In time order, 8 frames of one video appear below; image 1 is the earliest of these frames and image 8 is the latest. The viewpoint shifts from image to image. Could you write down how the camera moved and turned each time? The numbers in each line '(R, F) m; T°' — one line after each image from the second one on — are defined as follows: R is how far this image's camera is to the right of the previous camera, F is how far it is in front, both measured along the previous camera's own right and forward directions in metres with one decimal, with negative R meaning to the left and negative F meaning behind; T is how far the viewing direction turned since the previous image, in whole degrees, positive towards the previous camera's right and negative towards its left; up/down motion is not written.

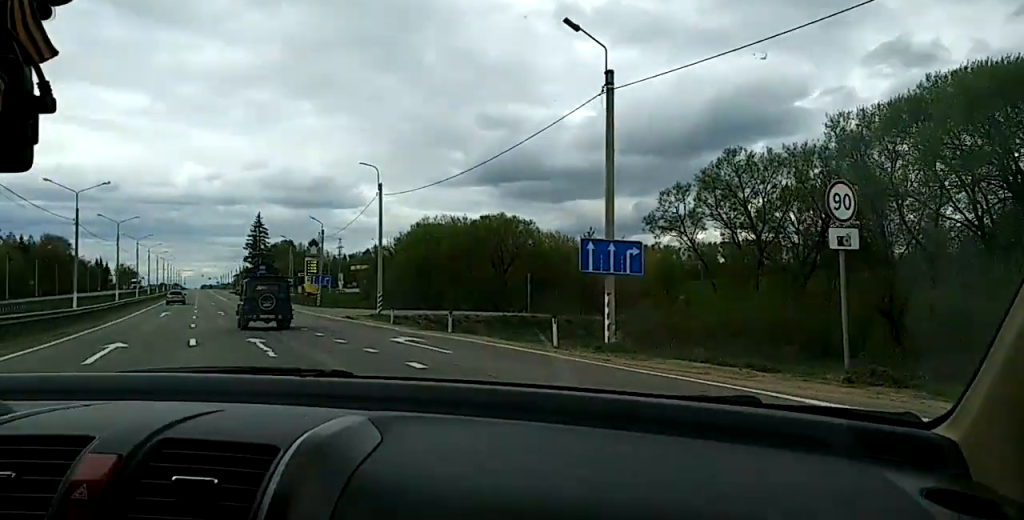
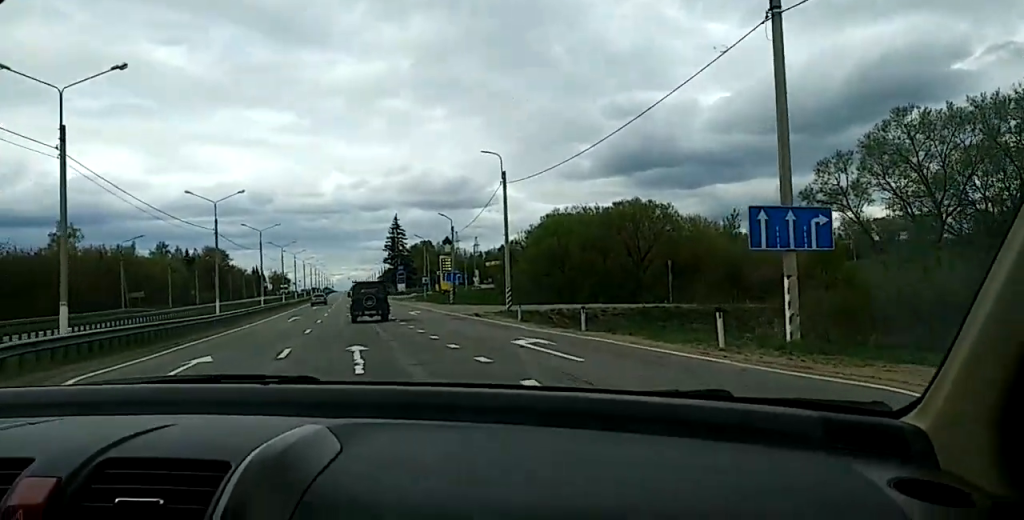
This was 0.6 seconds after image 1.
(-0.1, +3.3) m; -4°
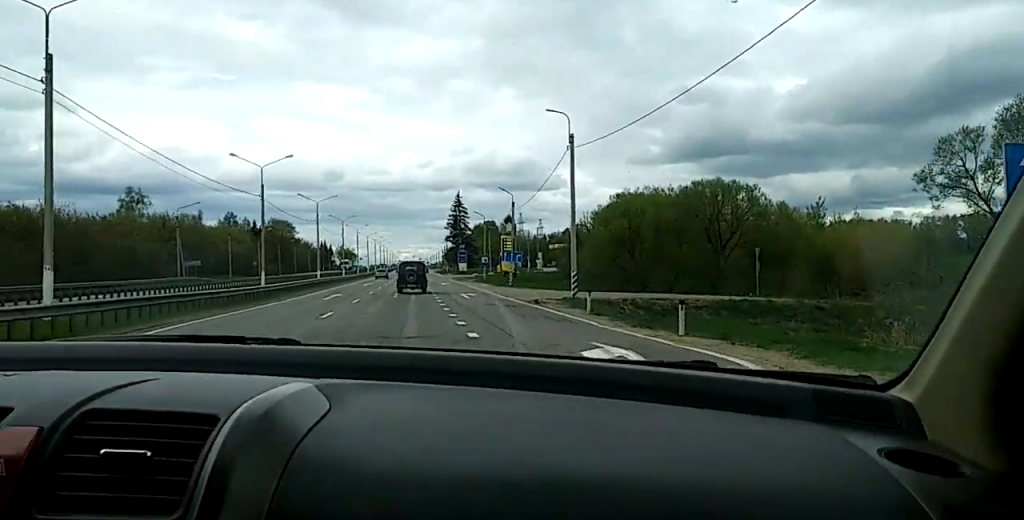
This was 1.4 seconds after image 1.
(-0.1, +5.1) m; -5°
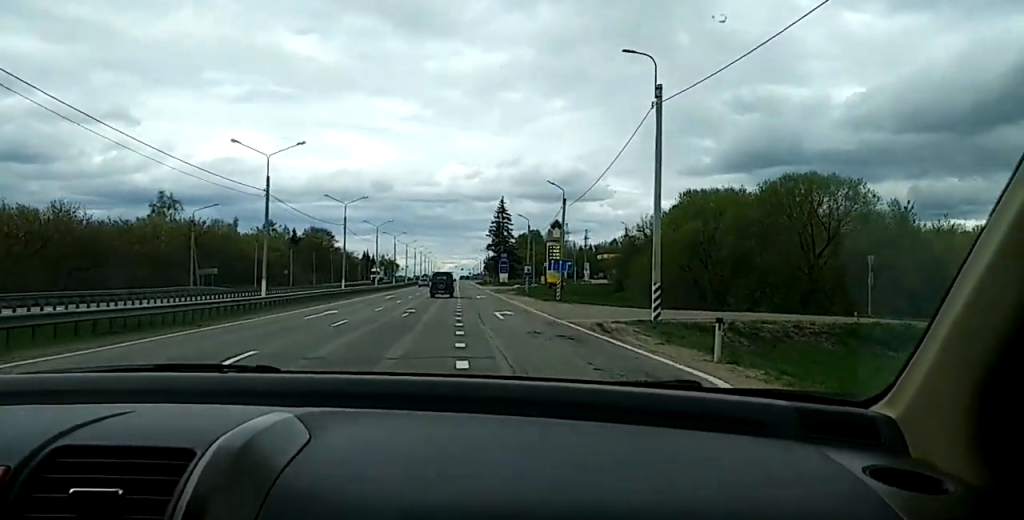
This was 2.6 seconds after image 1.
(-0.8, +9.5) m; -9°
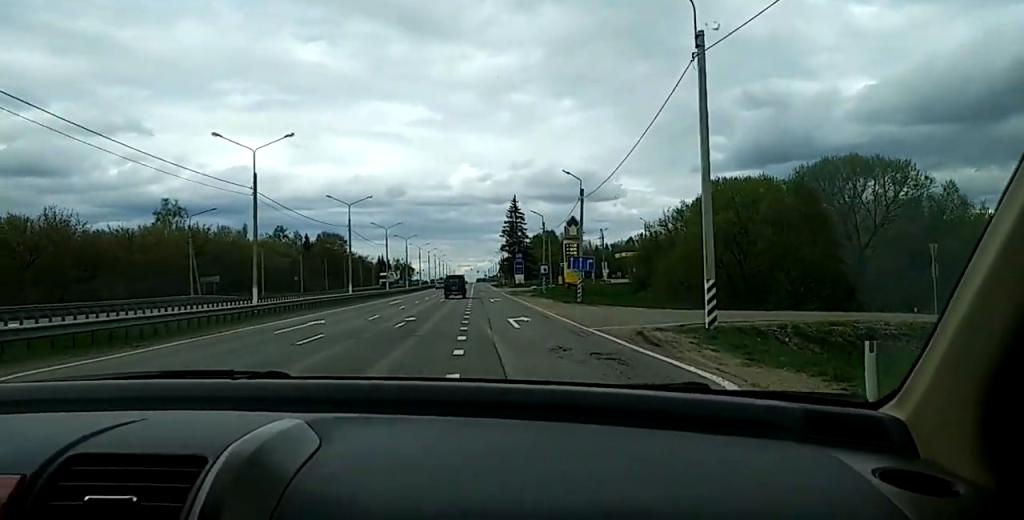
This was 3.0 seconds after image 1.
(-0.1, +4.5) m; -3°
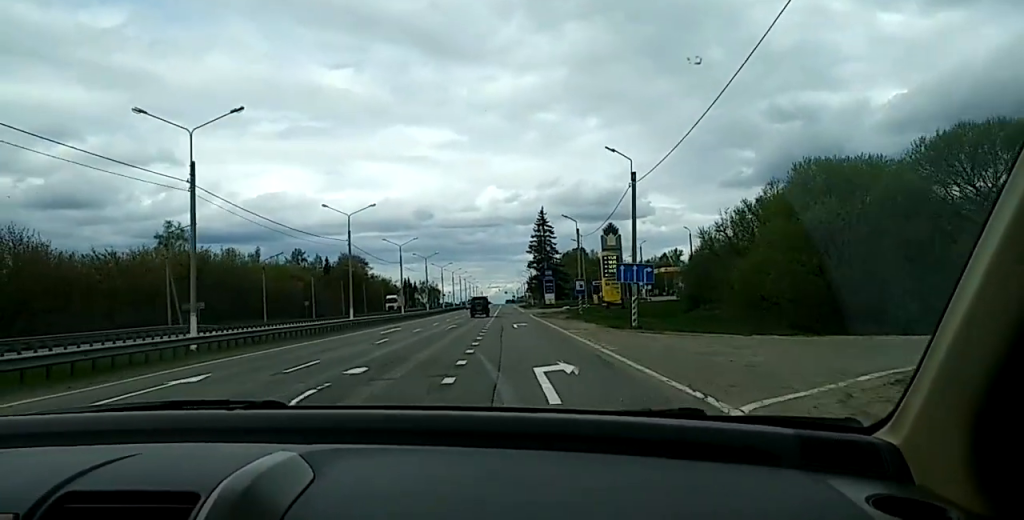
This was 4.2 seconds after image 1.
(-0.4, +13.8) m; -1°
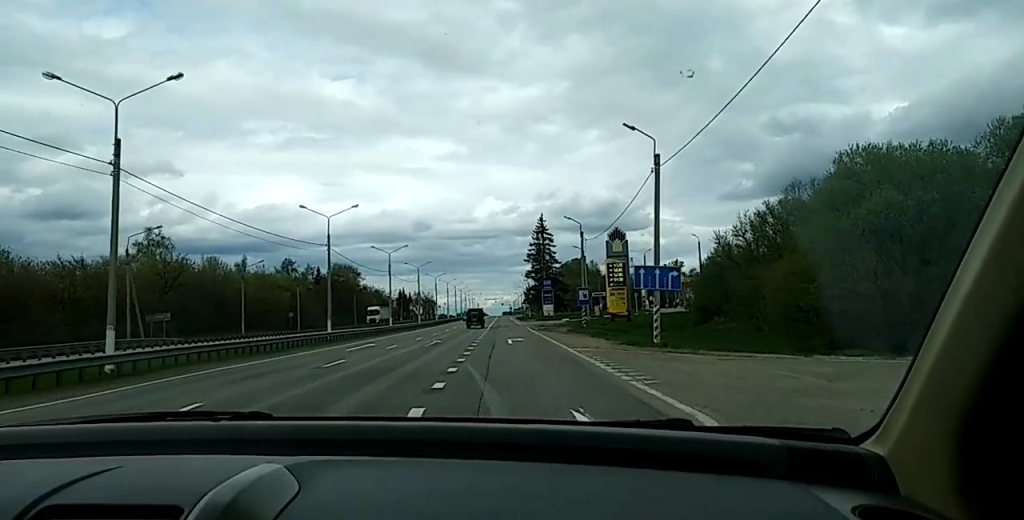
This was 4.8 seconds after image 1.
(+0.1, +8.0) m; 0°
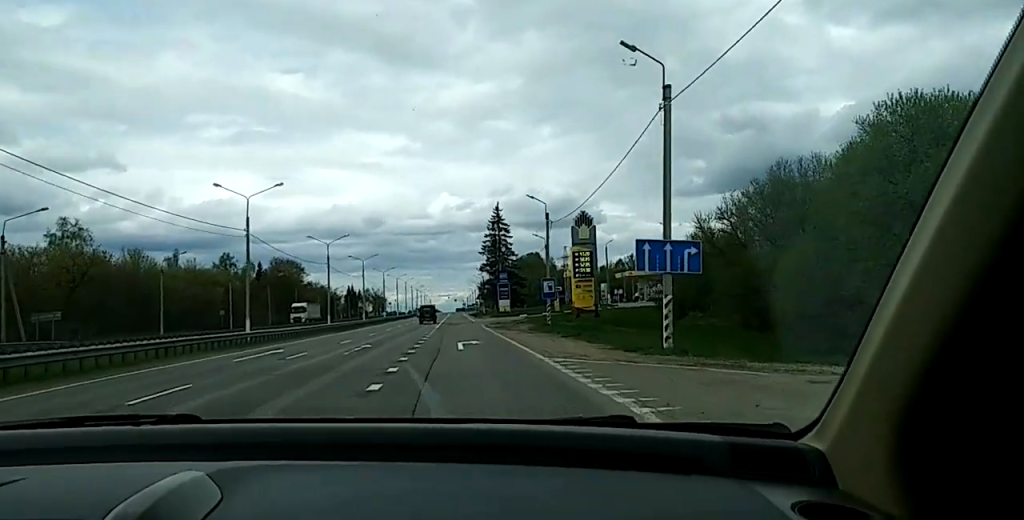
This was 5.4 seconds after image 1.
(0.0, +10.4) m; -1°
